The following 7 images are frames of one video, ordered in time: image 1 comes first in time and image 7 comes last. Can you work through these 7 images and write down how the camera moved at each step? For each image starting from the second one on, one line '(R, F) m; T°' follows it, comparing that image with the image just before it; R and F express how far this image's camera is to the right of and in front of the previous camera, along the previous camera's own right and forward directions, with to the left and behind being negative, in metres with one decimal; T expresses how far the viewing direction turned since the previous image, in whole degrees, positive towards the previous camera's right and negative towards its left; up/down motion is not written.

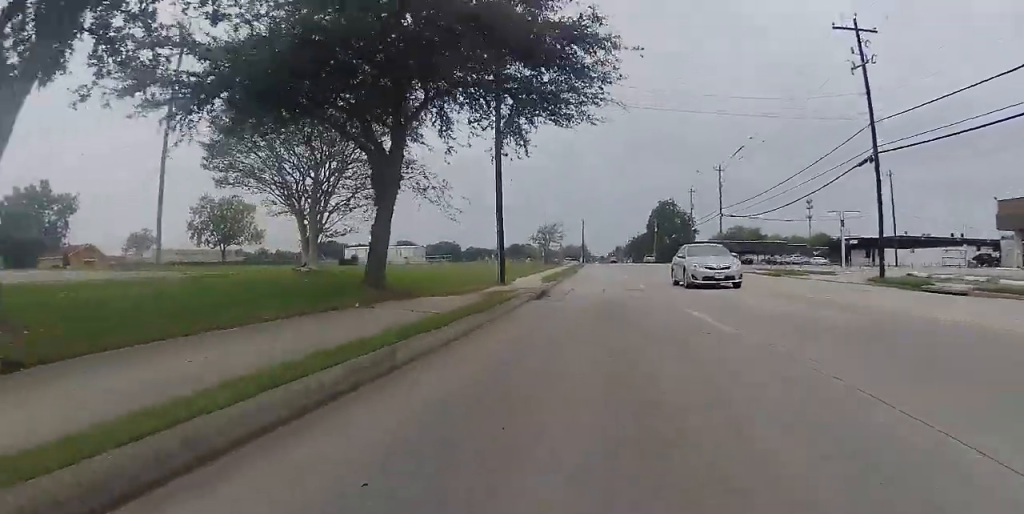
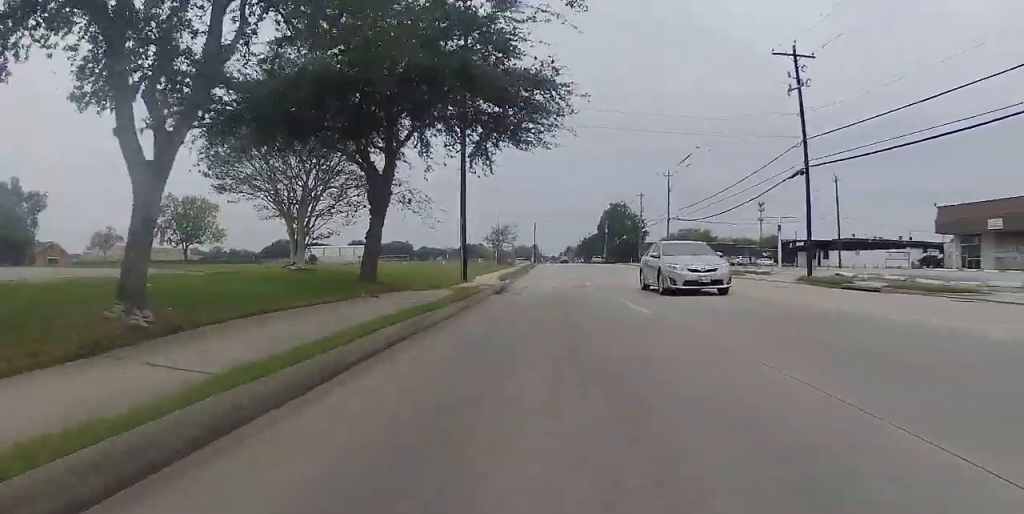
(-0.2, +2.6) m; -2°
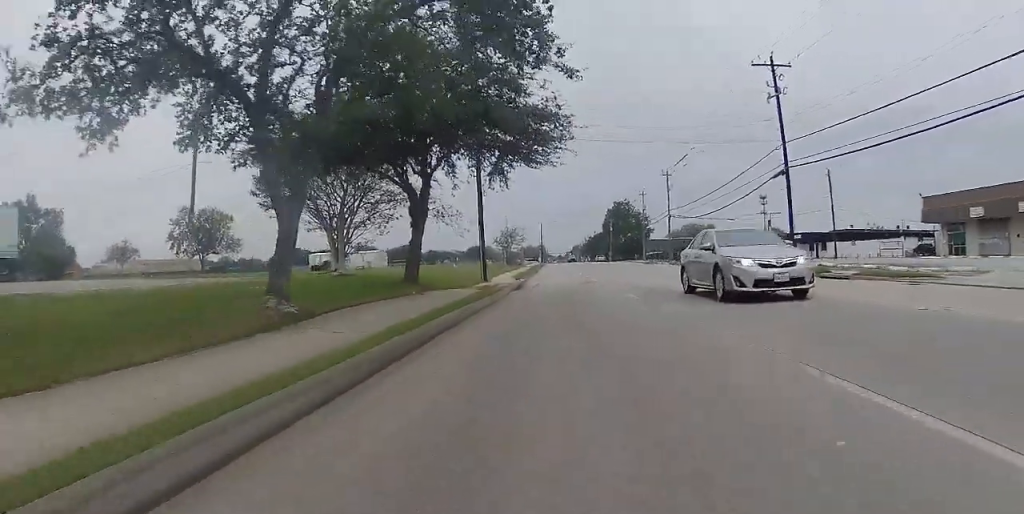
(-0.1, +2.9) m; -1°
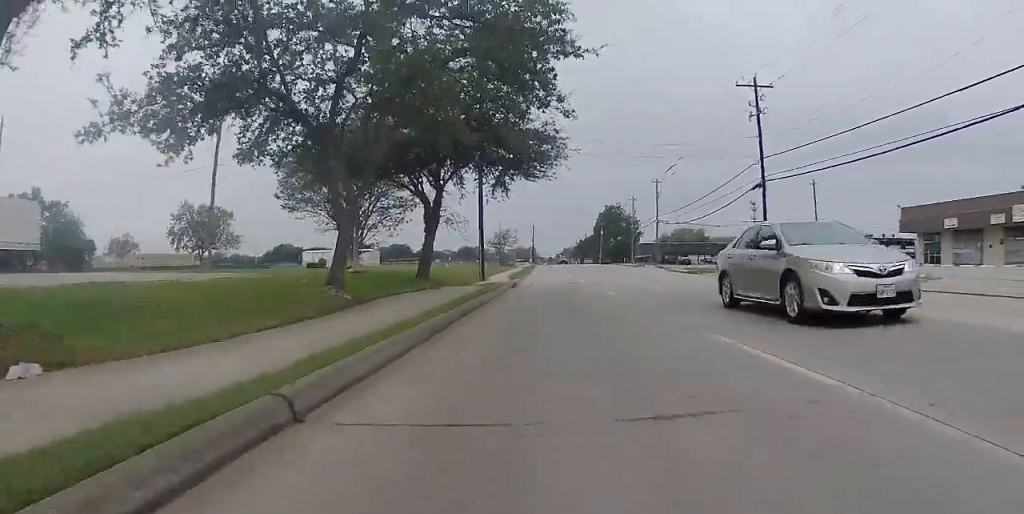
(0.0, +2.5) m; 0°
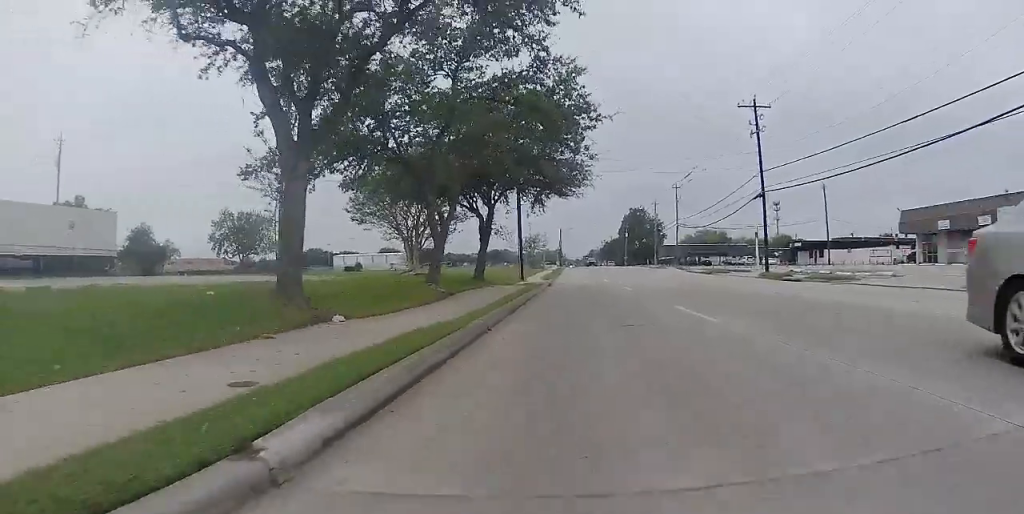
(0.0, +4.6) m; 0°
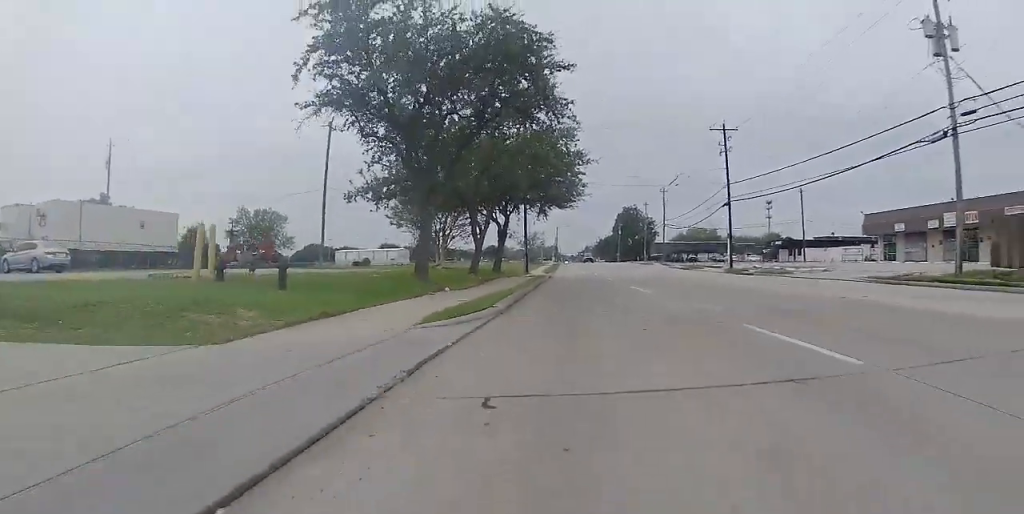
(0.0, +6.5) m; 0°
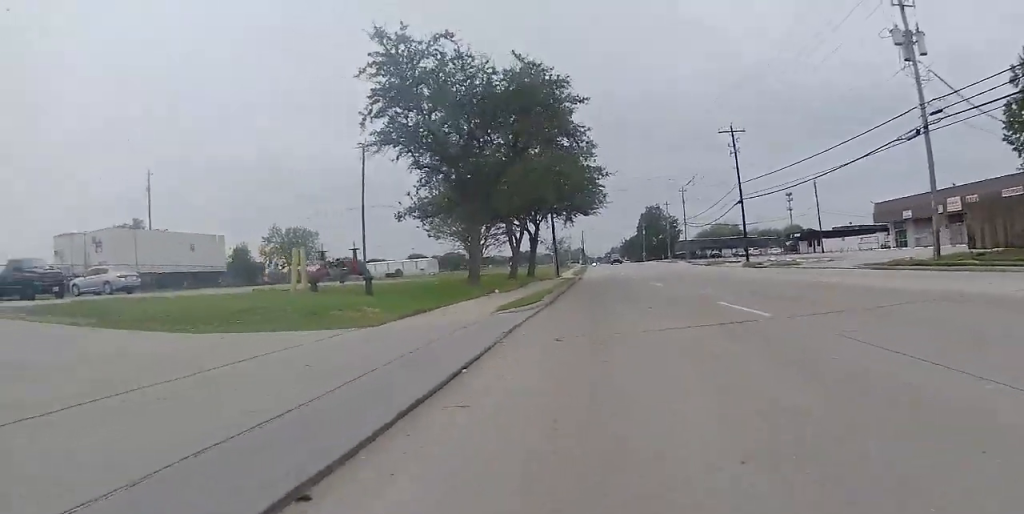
(0.0, +2.6) m; 0°
